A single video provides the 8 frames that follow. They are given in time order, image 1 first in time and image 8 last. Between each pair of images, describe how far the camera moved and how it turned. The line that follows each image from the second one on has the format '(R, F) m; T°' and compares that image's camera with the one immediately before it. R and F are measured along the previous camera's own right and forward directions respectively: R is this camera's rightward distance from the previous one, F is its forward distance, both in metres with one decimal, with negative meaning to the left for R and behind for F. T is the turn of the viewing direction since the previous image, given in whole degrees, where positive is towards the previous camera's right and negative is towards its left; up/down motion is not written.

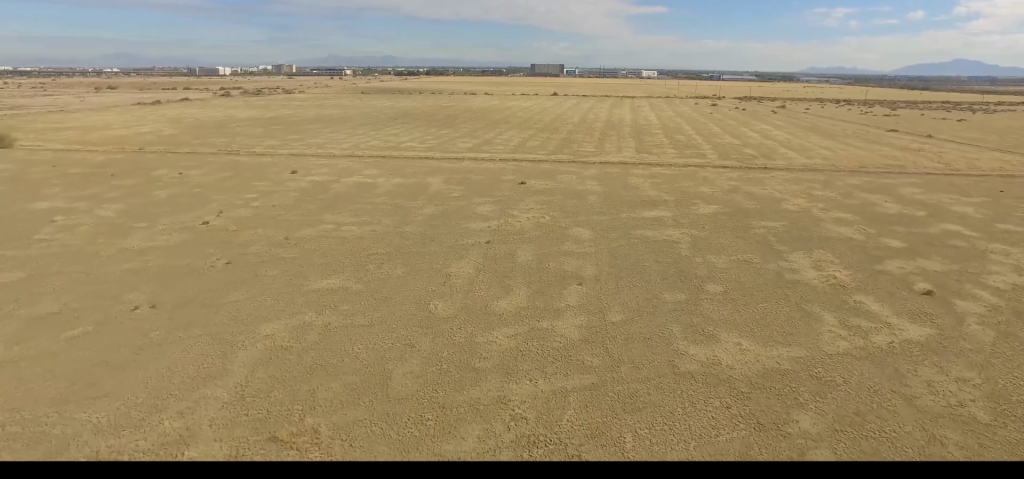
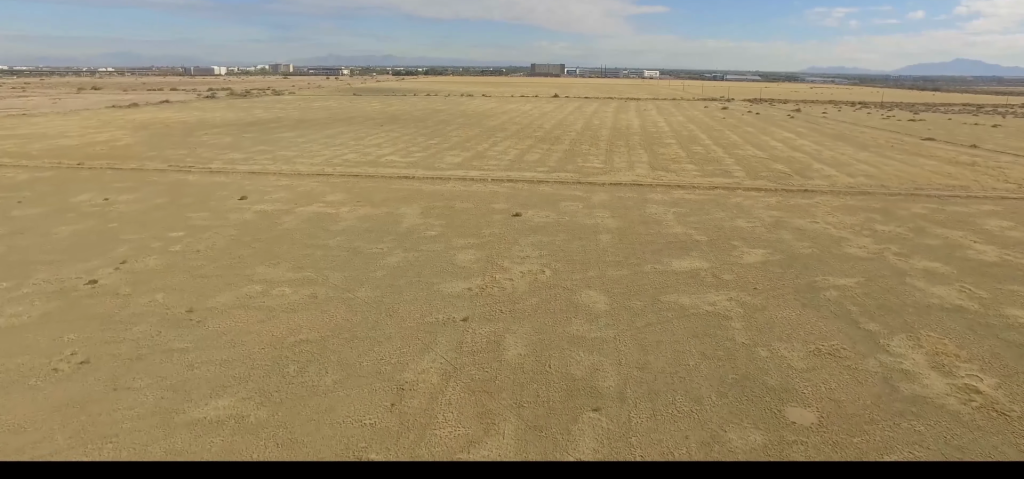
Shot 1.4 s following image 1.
(0.0, +17.6) m; 0°
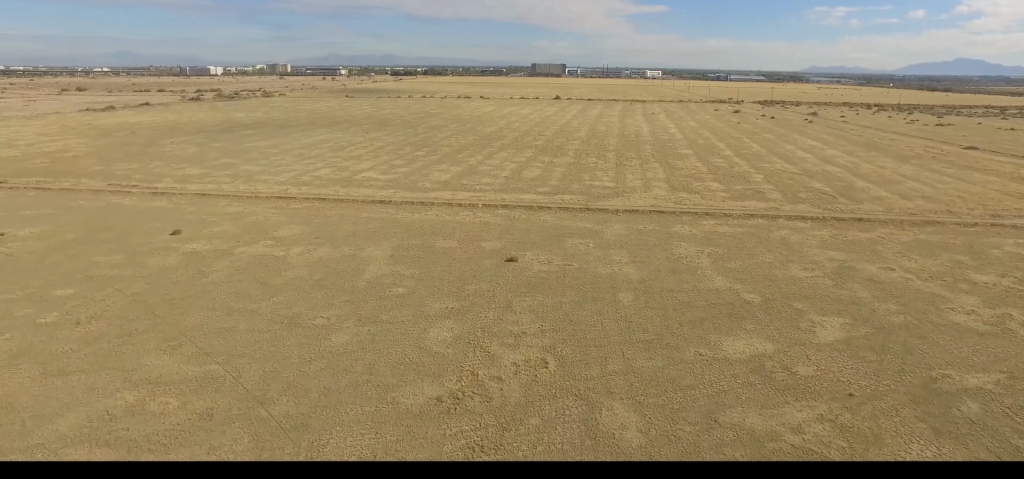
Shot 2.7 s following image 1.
(-0.1, +17.1) m; 0°
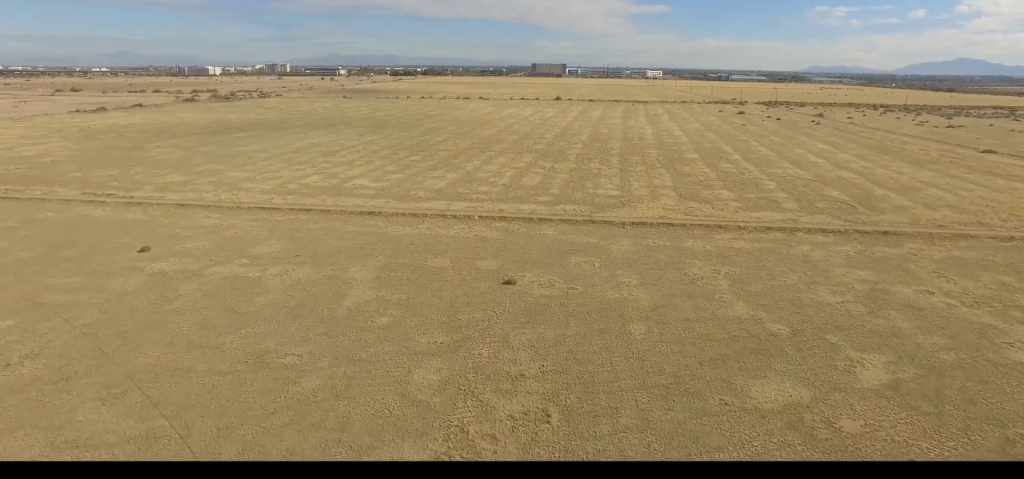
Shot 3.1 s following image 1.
(0.0, +5.7) m; 0°
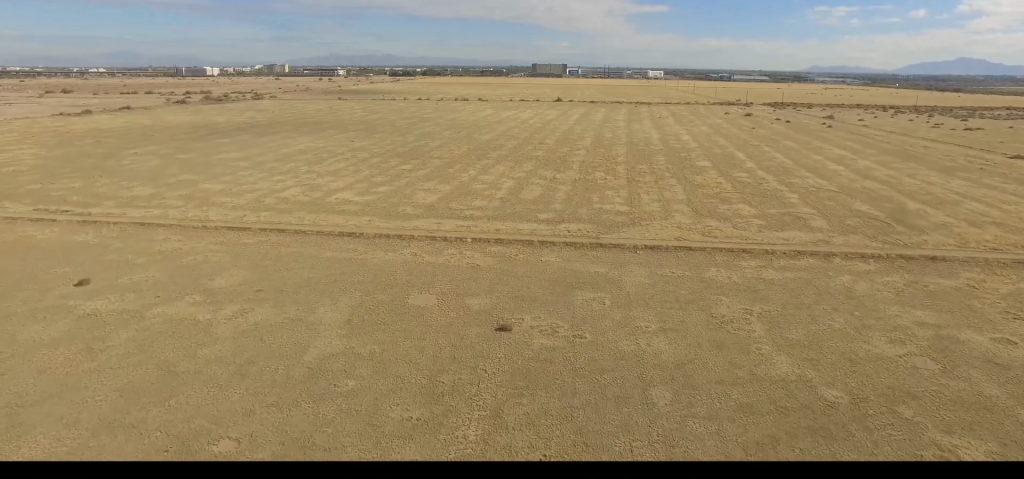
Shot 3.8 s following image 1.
(0.0, +9.3) m; 0°
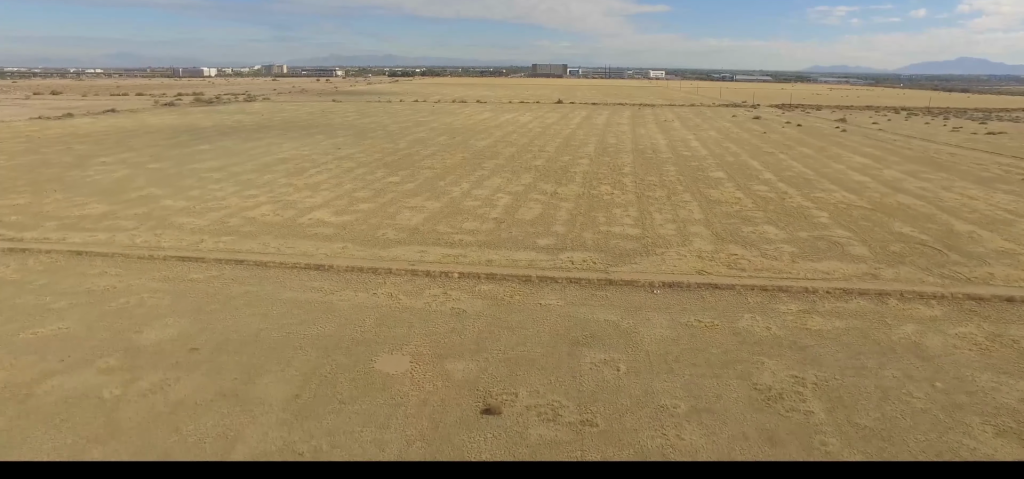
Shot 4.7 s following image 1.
(0.0, +10.8) m; +1°
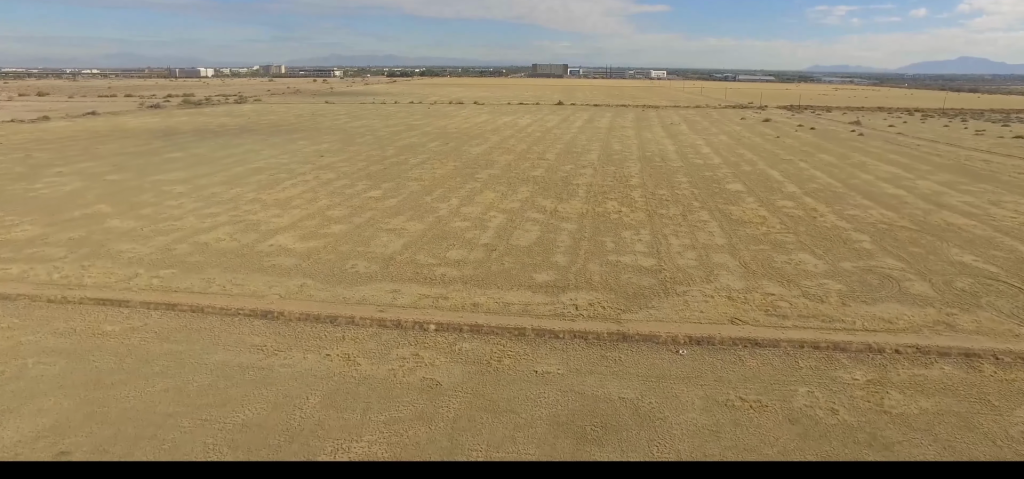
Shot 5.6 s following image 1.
(+0.1, +11.9) m; +2°
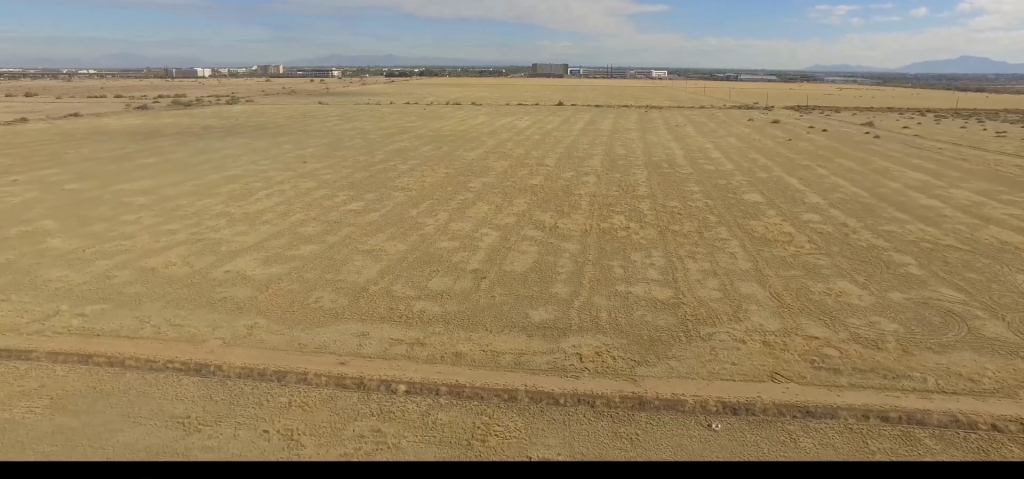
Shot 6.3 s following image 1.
(+0.2, +9.3) m; +2°
